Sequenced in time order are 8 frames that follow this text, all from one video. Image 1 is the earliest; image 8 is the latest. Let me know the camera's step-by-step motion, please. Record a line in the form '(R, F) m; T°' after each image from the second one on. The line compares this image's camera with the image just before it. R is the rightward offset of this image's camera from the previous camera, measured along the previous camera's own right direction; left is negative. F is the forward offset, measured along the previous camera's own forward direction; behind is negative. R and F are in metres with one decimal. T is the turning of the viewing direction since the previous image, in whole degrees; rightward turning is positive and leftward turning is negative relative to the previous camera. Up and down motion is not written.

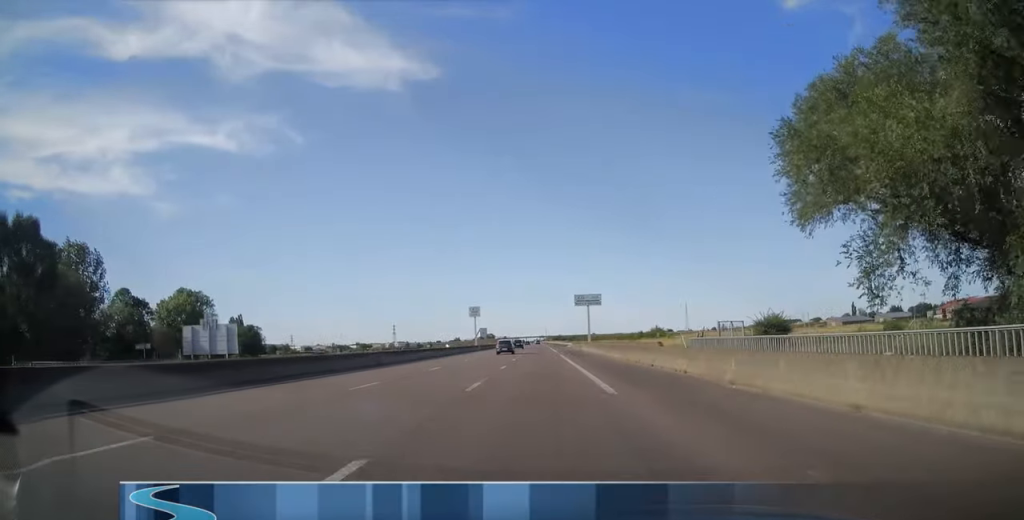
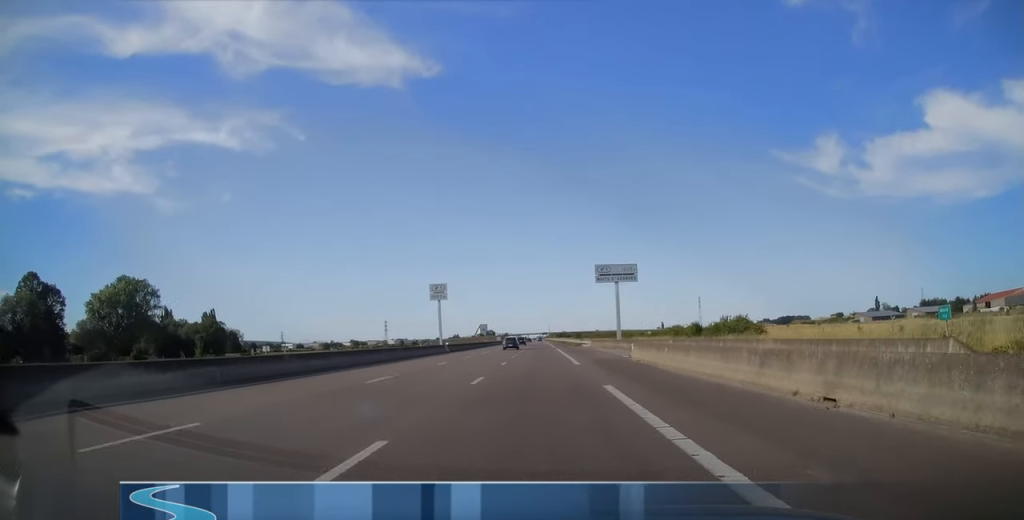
(0.0, +37.5) m; 0°
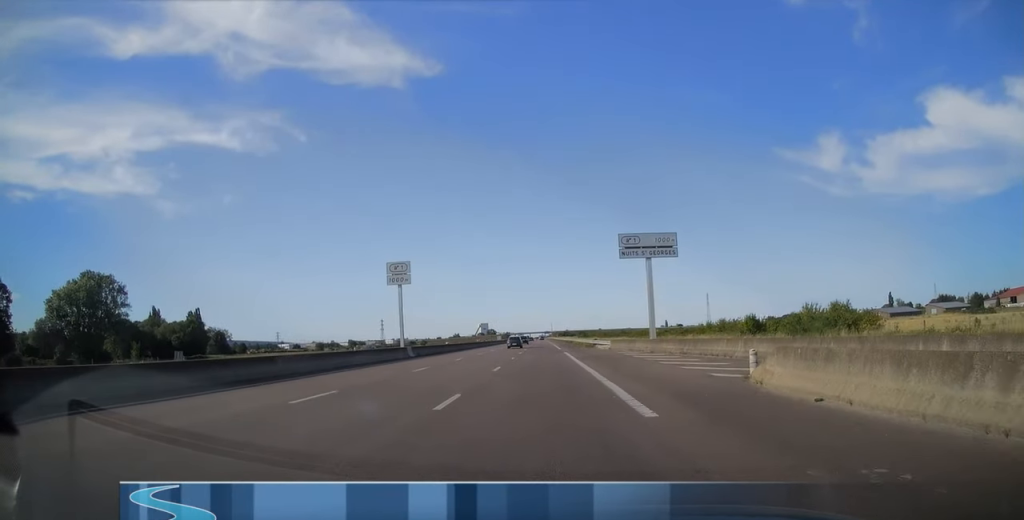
(0.0, +19.0) m; 0°
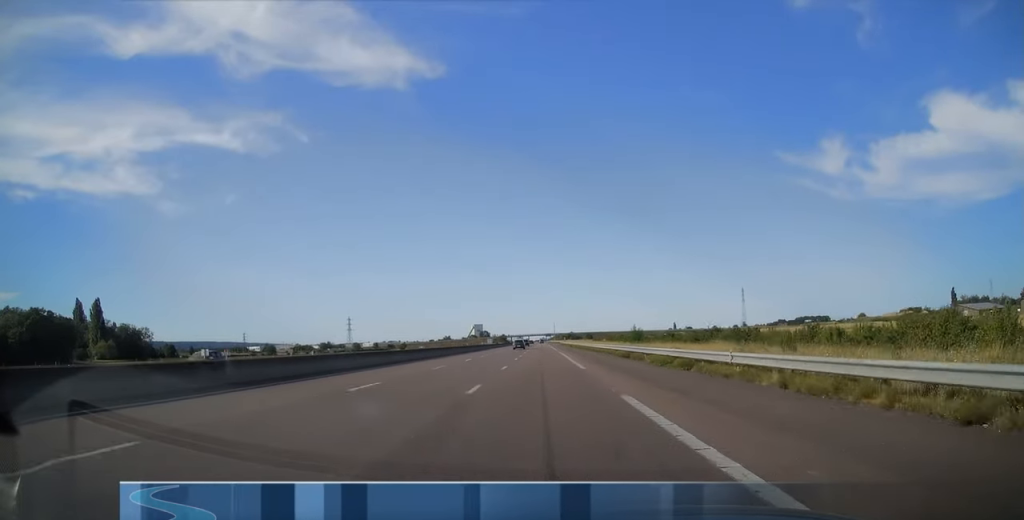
(-0.1, +86.4) m; 0°
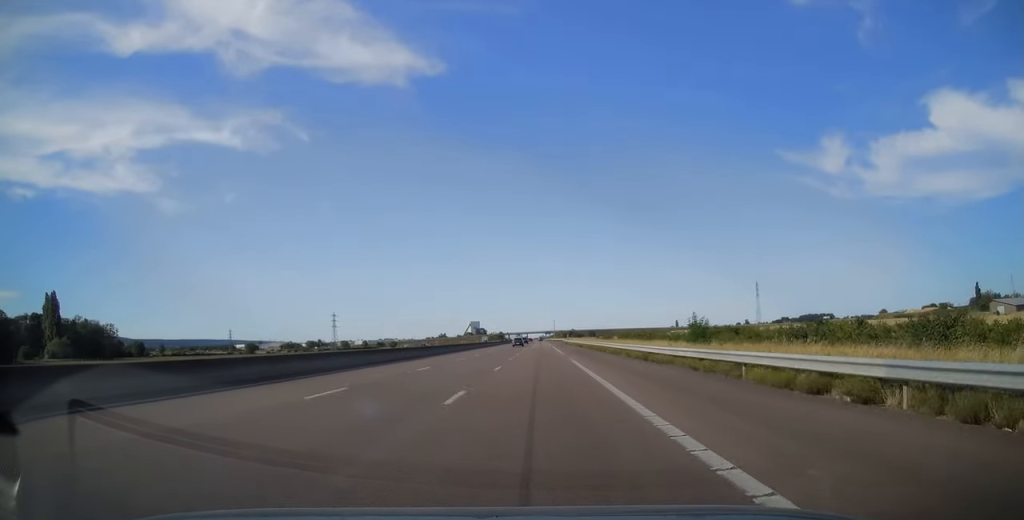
(-0.1, +28.9) m; 0°
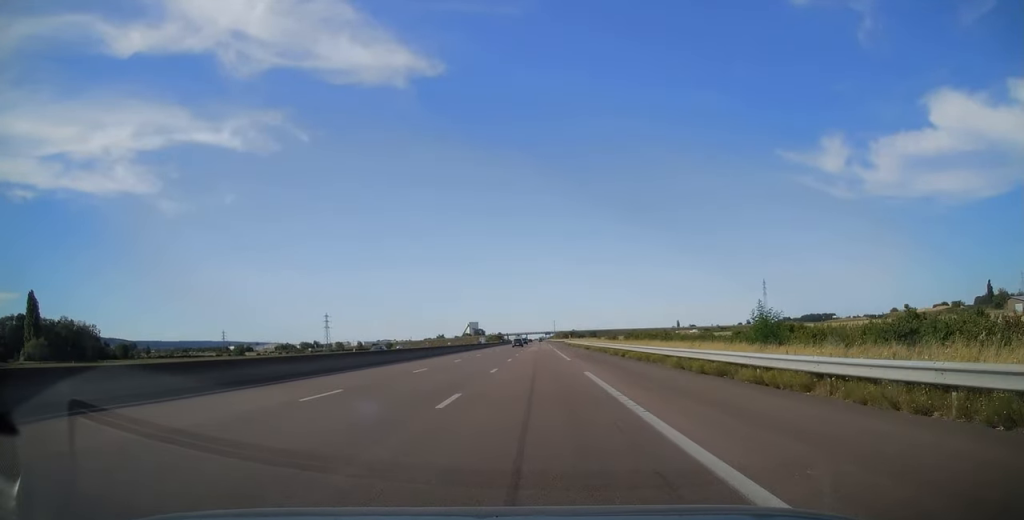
(0.0, +13.4) m; 0°
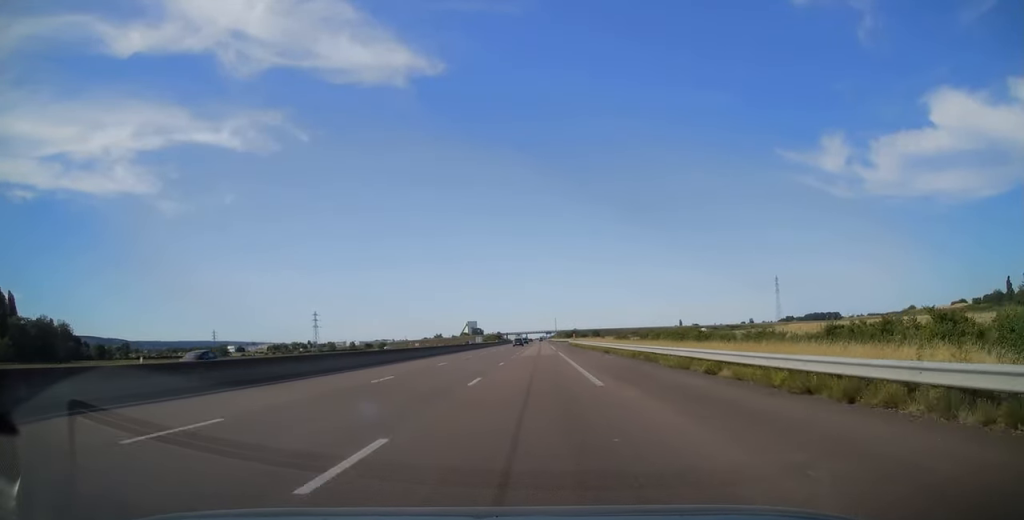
(0.0, +19.6) m; 0°
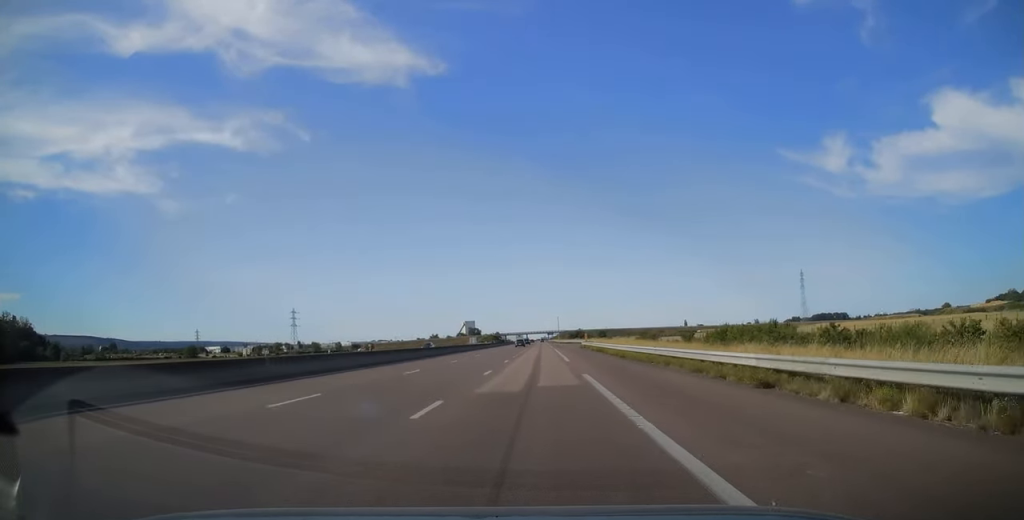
(+0.1, +33.5) m; 0°
